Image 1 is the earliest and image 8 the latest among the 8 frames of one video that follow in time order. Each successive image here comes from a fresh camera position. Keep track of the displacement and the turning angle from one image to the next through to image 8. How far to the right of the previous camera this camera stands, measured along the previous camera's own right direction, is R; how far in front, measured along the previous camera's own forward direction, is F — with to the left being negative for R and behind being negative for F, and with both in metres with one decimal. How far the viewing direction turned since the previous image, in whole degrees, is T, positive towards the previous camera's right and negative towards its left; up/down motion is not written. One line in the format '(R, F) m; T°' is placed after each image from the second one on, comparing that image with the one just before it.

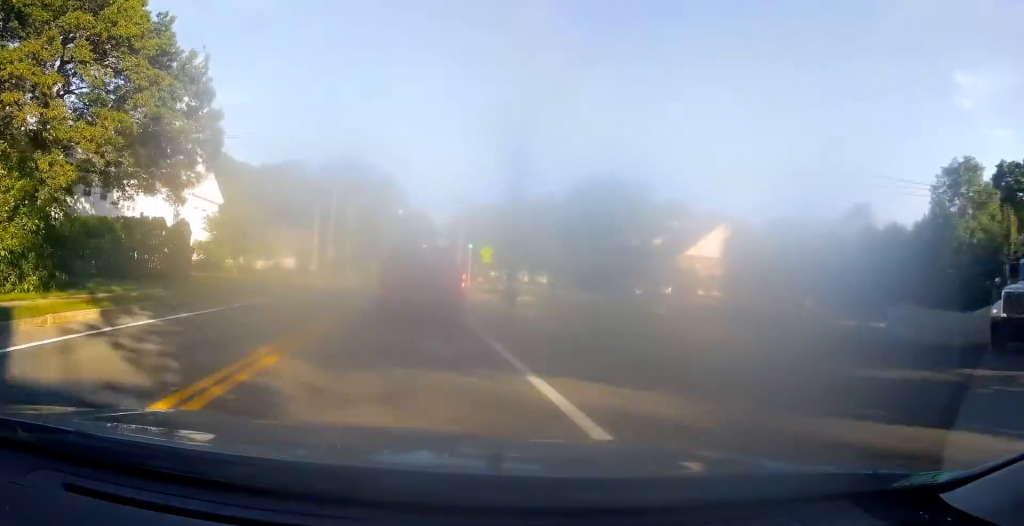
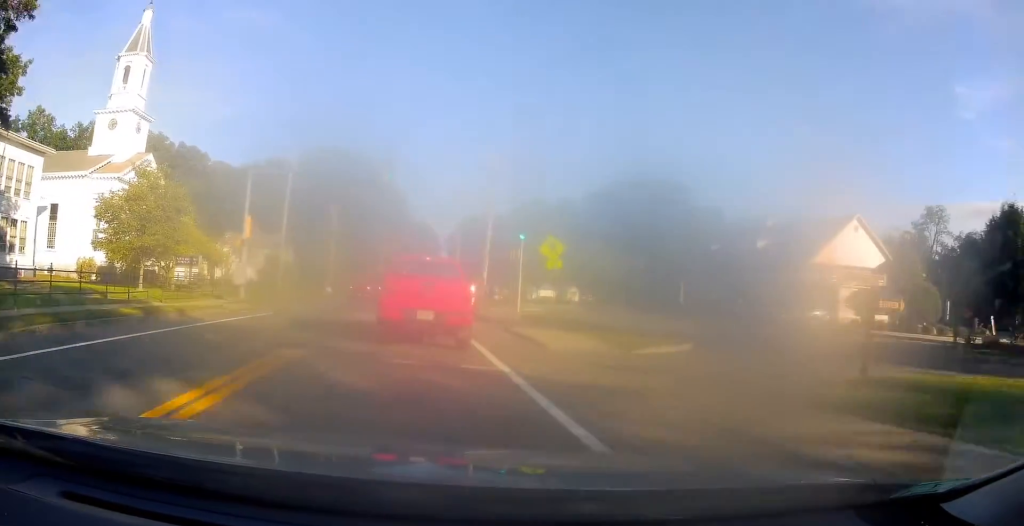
(-0.8, +22.1) m; -3°
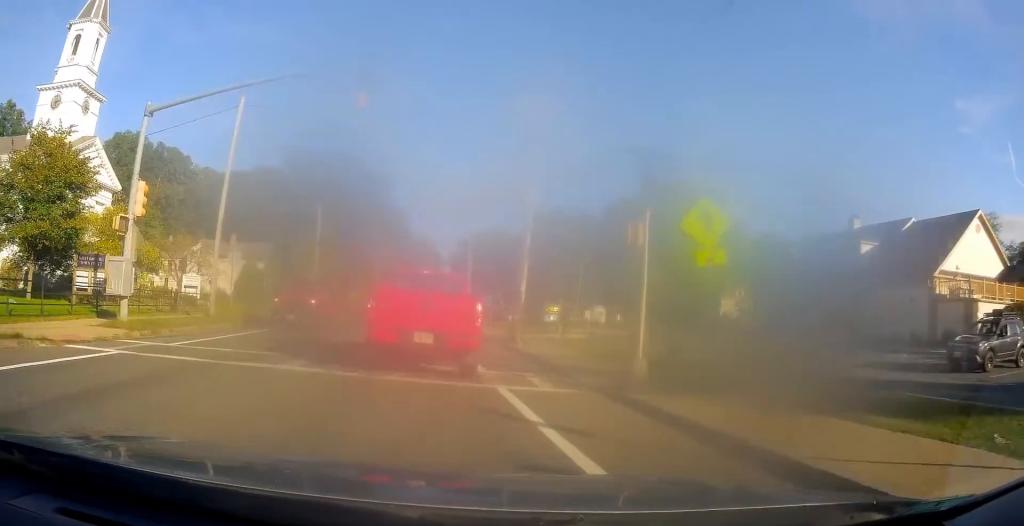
(-0.1, +13.1) m; 0°
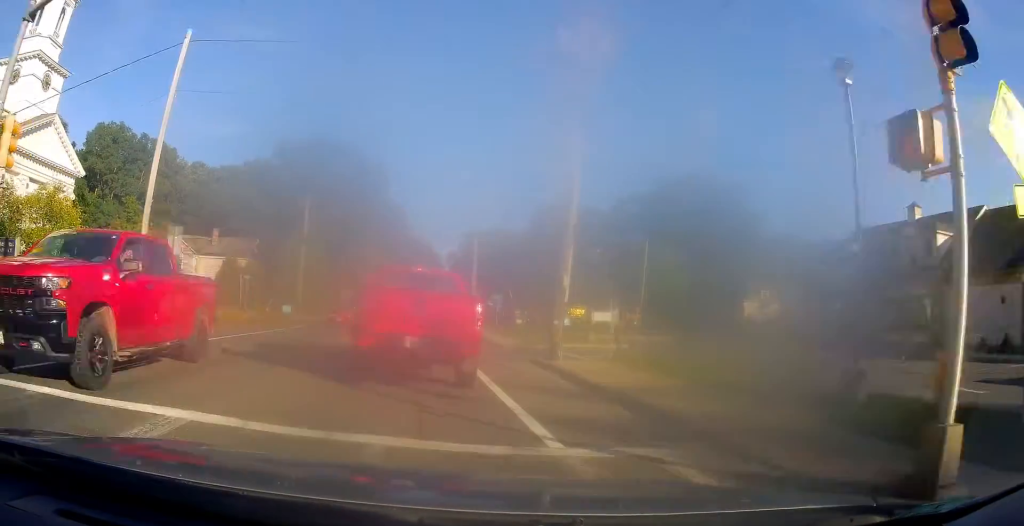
(+0.2, +7.0) m; 0°
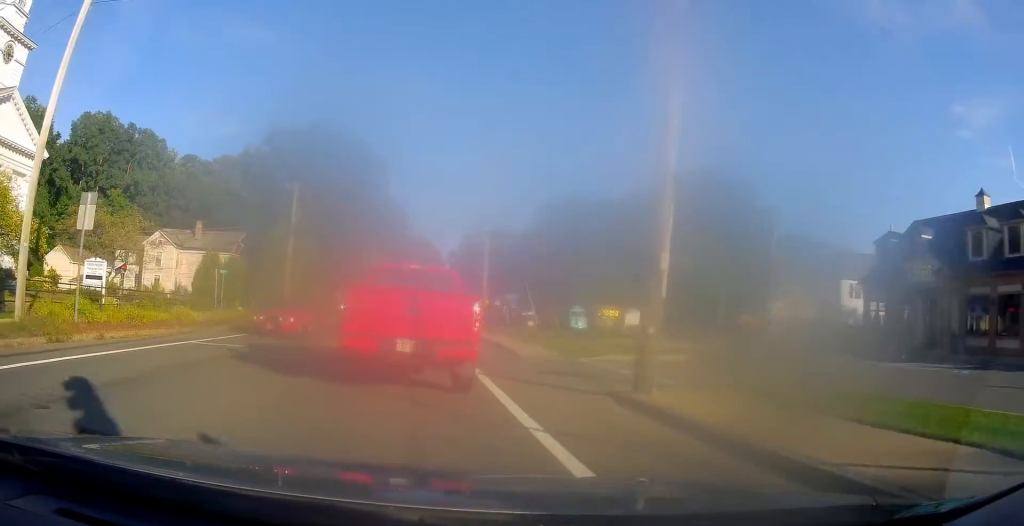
(-0.2, +6.6) m; +2°
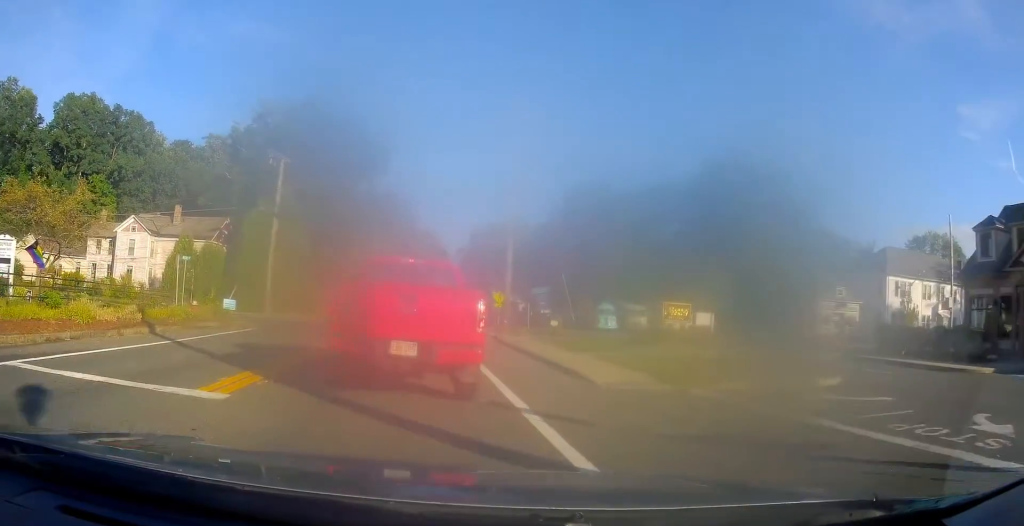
(+0.4, +8.6) m; 0°
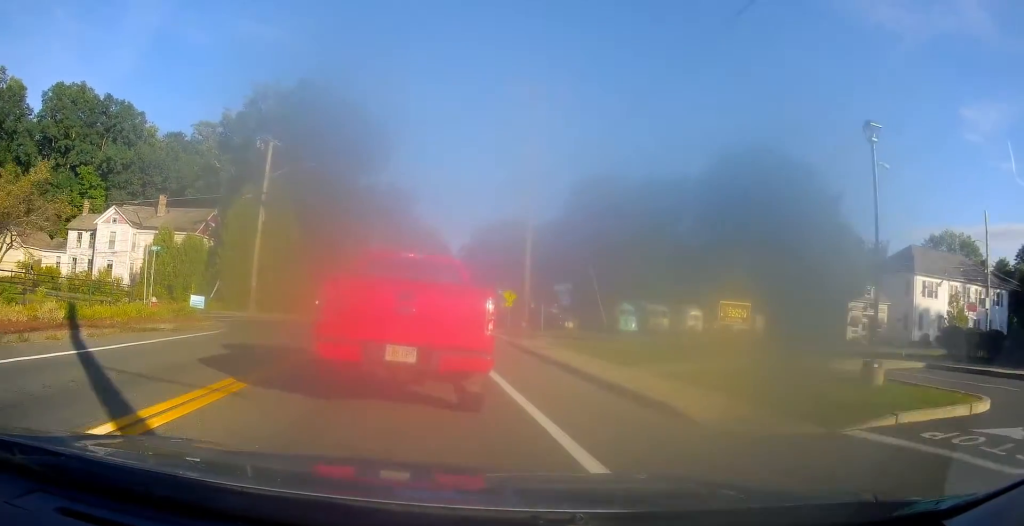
(0.0, +4.5) m; -3°
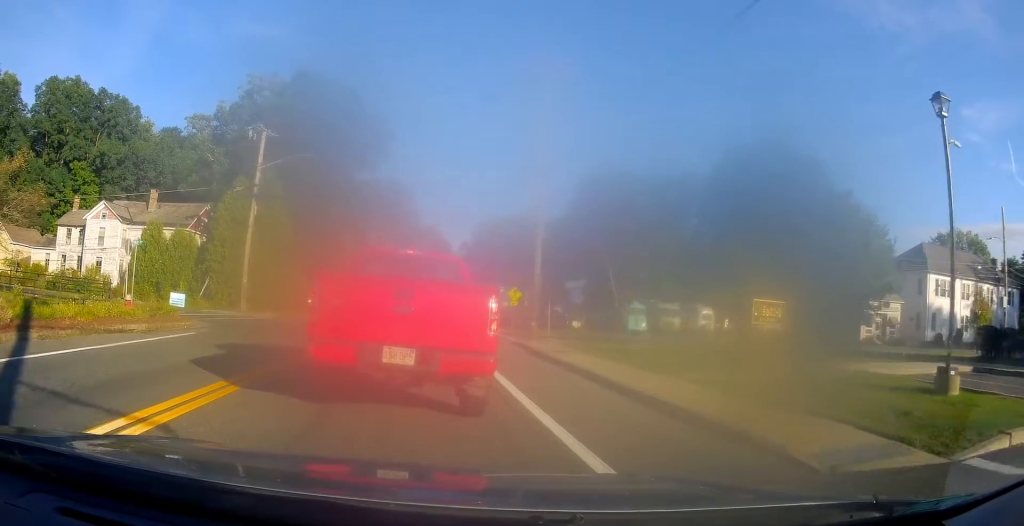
(-0.4, +2.4) m; -2°
